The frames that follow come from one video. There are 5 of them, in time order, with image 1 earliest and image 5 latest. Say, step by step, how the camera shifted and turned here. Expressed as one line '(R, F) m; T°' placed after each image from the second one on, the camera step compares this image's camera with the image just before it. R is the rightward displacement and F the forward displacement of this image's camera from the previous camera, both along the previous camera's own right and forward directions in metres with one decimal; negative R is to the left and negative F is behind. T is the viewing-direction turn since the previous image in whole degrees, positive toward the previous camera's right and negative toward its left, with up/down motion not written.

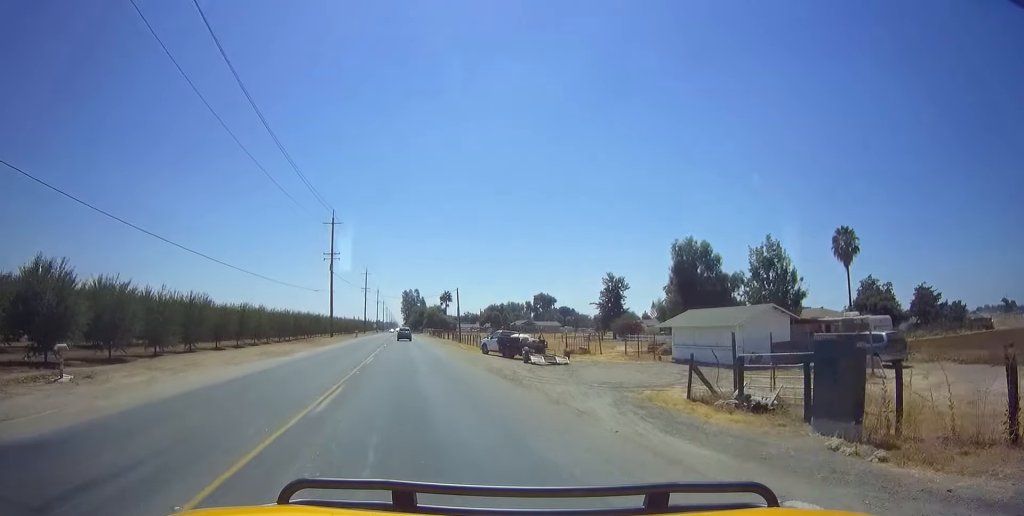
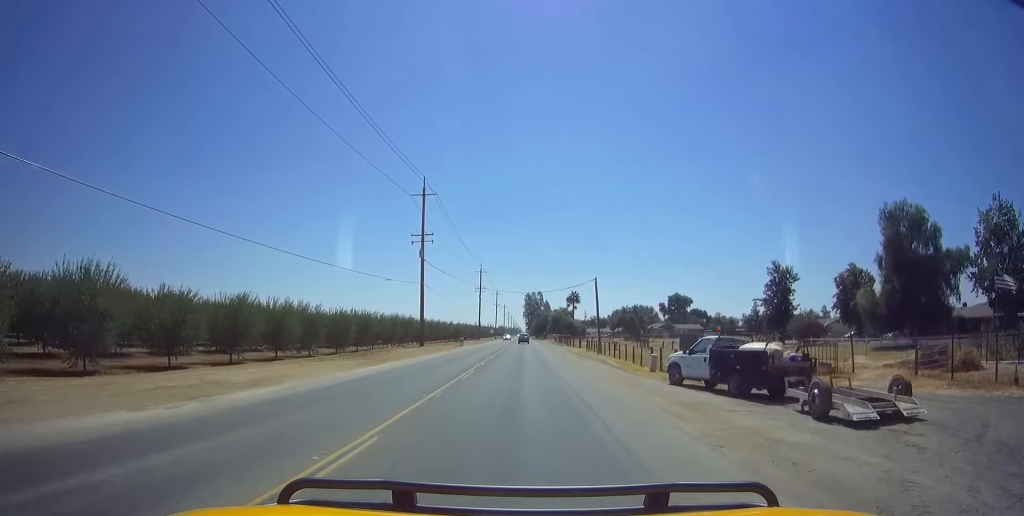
(-0.9, +24.8) m; -2°
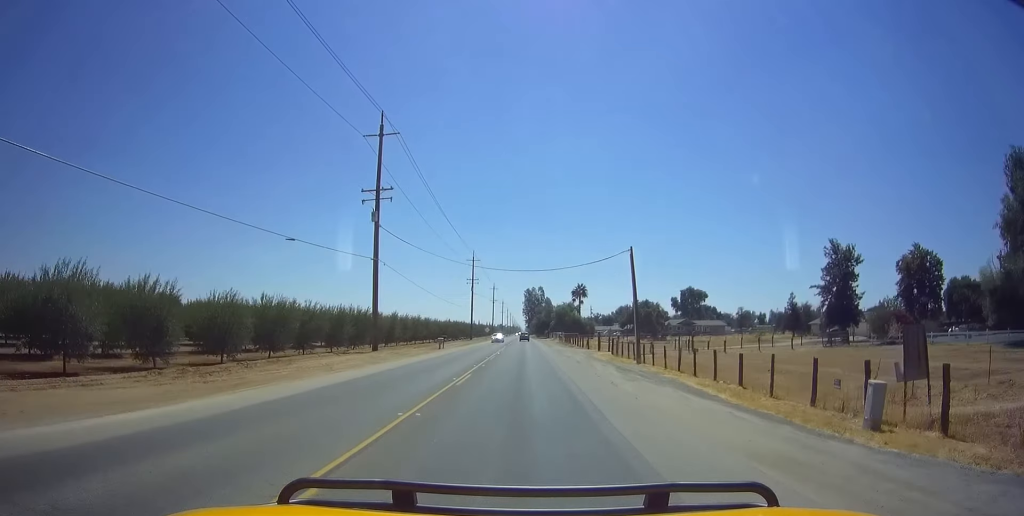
(0.0, +20.7) m; 0°
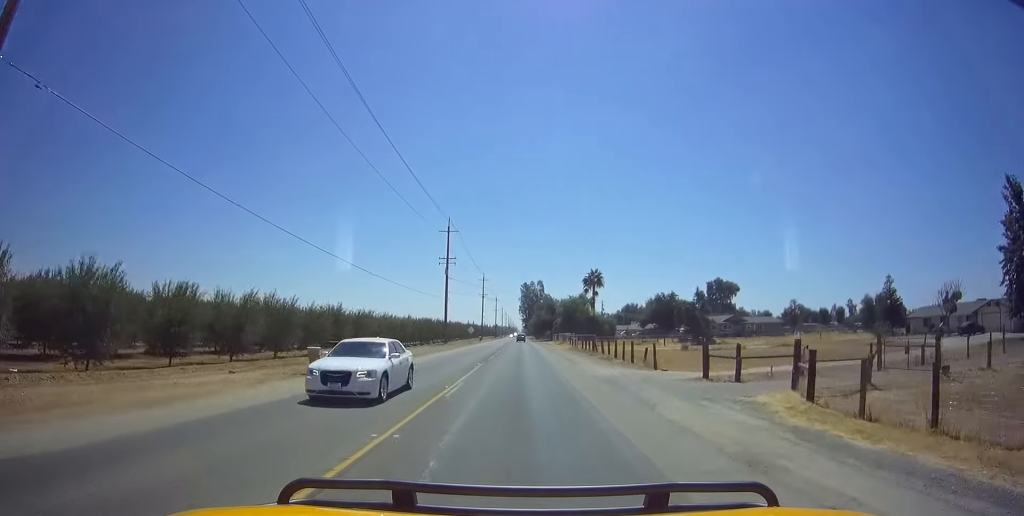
(-0.5, +35.5) m; -2°
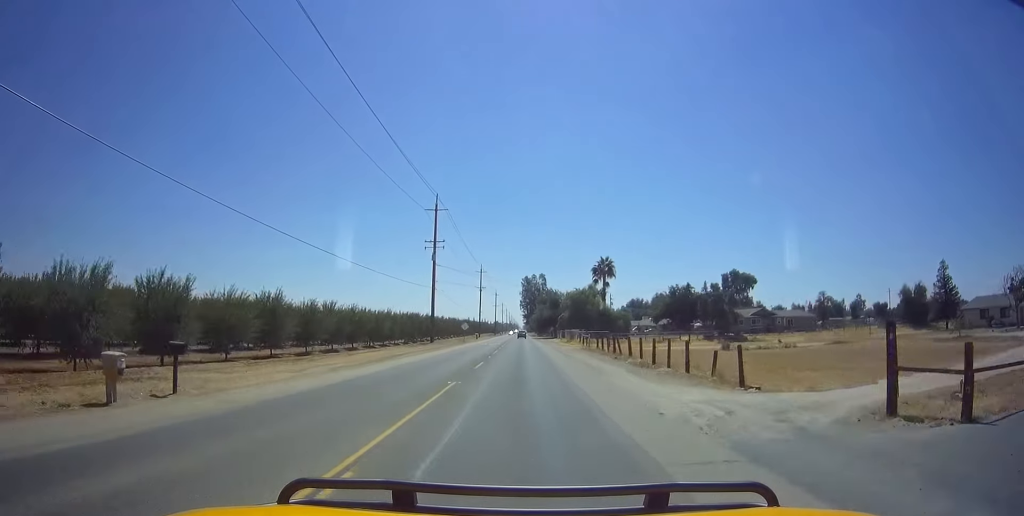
(-0.5, +12.5) m; 0°
